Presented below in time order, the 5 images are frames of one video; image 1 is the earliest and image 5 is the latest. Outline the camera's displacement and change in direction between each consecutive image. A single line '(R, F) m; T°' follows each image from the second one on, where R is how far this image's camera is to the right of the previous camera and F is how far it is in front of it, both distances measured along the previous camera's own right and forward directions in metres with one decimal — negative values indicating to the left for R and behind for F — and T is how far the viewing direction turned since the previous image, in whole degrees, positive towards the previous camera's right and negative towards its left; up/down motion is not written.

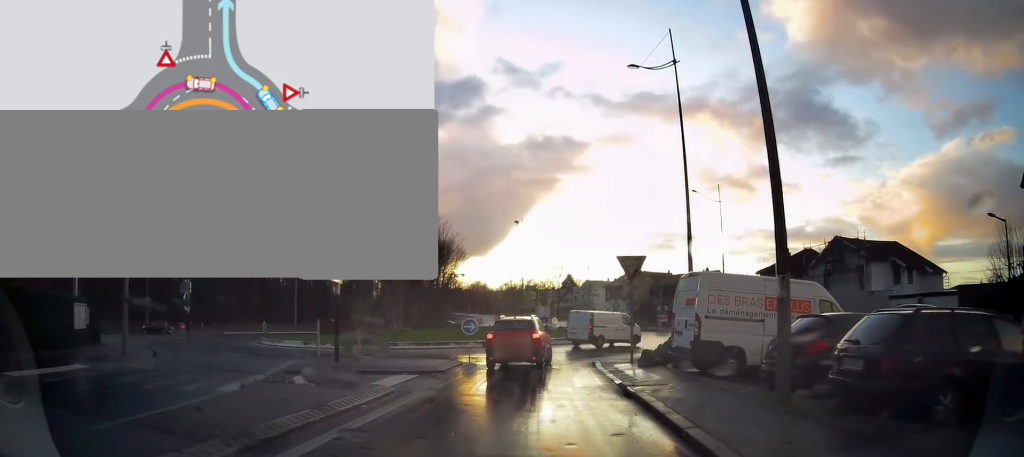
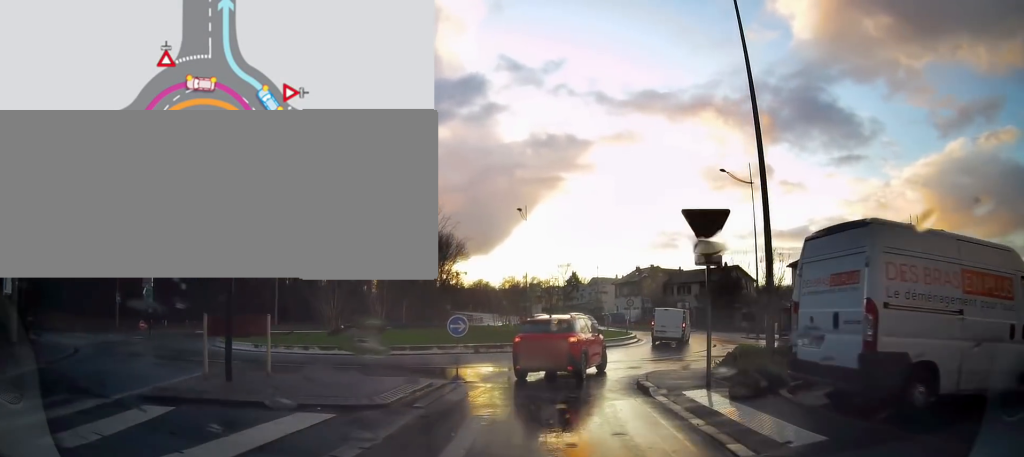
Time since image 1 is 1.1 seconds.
(+0.3, +7.9) m; +2°
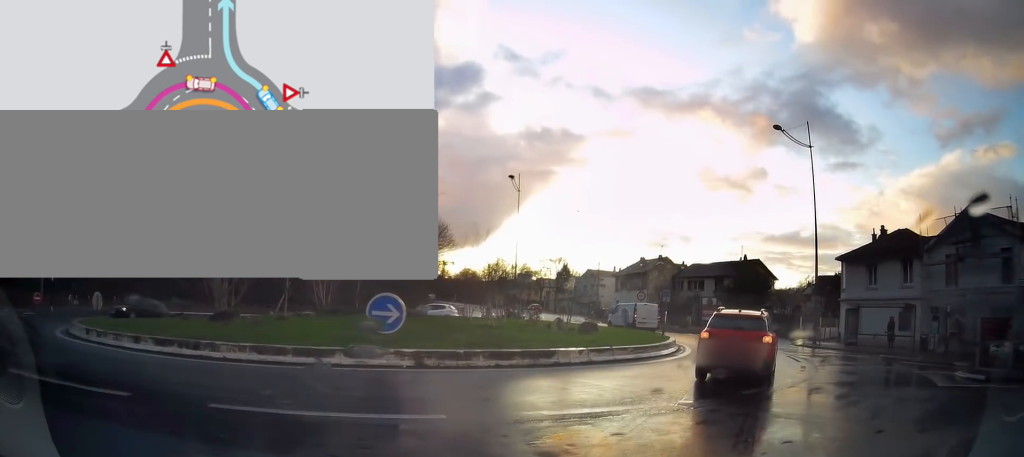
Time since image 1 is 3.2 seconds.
(+0.1, +11.9) m; +3°
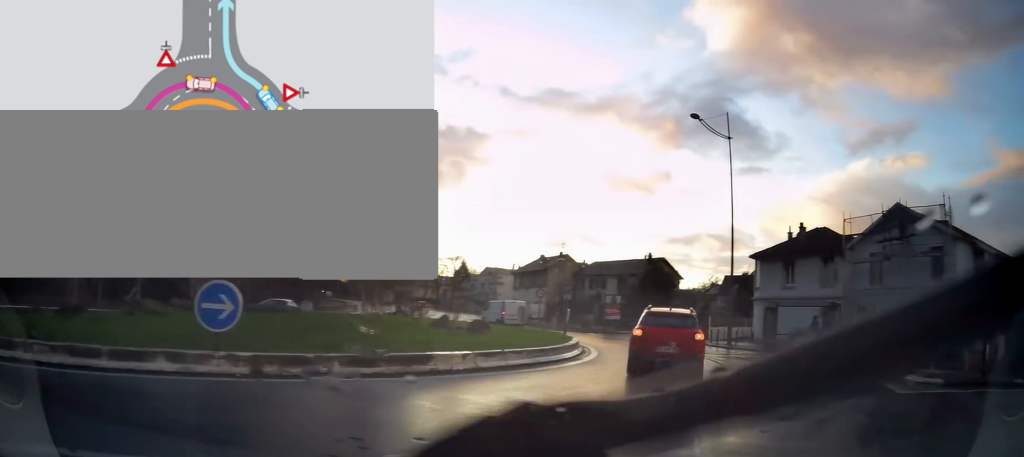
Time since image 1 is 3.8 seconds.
(-0.1, +2.8) m; +5°
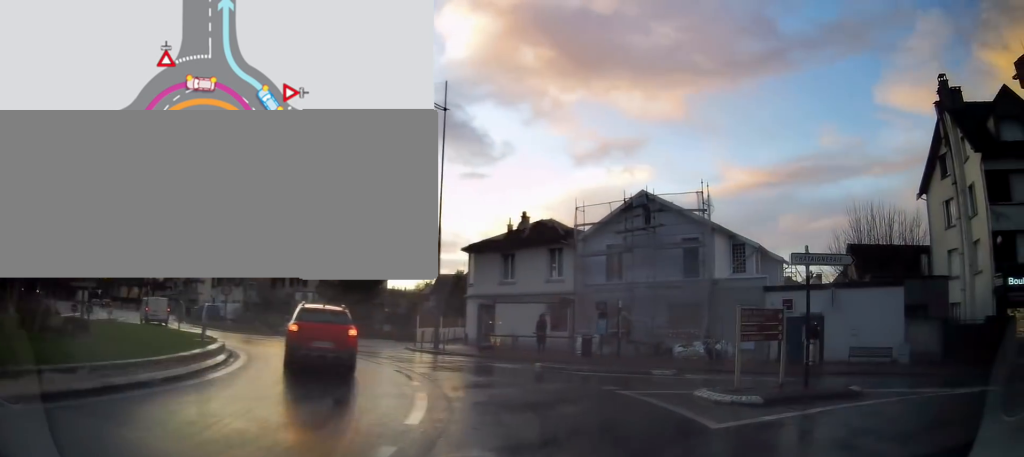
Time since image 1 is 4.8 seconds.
(+0.6, +5.0) m; +15°
